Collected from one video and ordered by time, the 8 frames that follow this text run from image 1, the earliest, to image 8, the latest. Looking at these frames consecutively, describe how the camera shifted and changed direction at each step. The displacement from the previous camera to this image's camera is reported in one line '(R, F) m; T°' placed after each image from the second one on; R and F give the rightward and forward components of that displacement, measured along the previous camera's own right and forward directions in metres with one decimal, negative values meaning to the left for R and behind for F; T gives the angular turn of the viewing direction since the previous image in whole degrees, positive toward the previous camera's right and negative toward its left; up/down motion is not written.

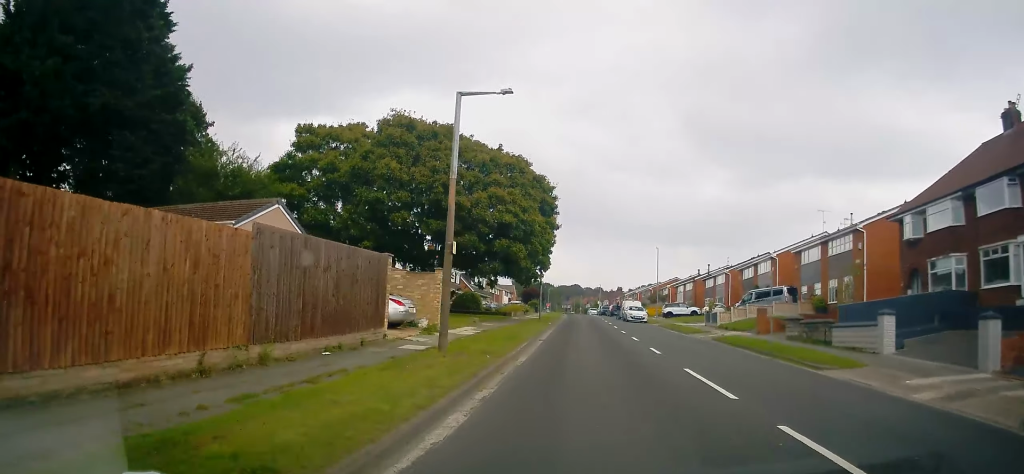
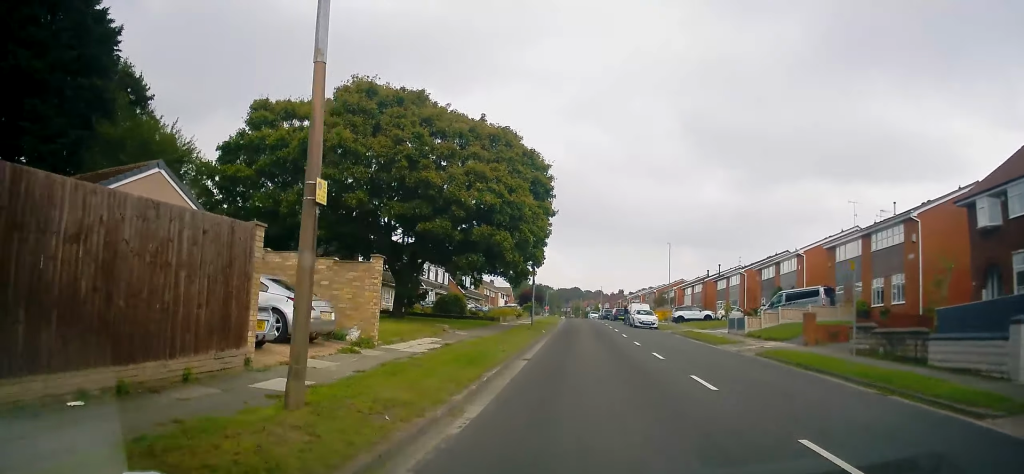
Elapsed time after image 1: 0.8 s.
(-0.3, +6.7) m; 0°
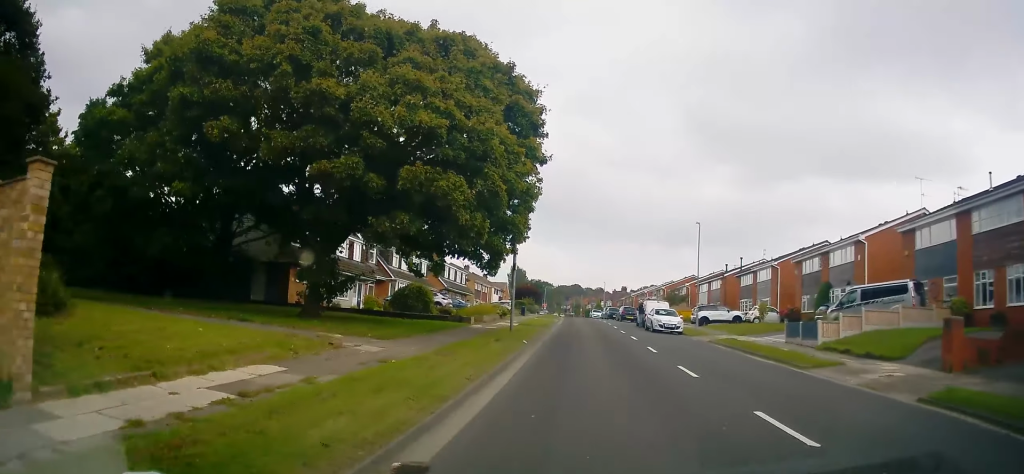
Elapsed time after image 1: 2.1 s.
(+0.5, +10.4) m; +4°
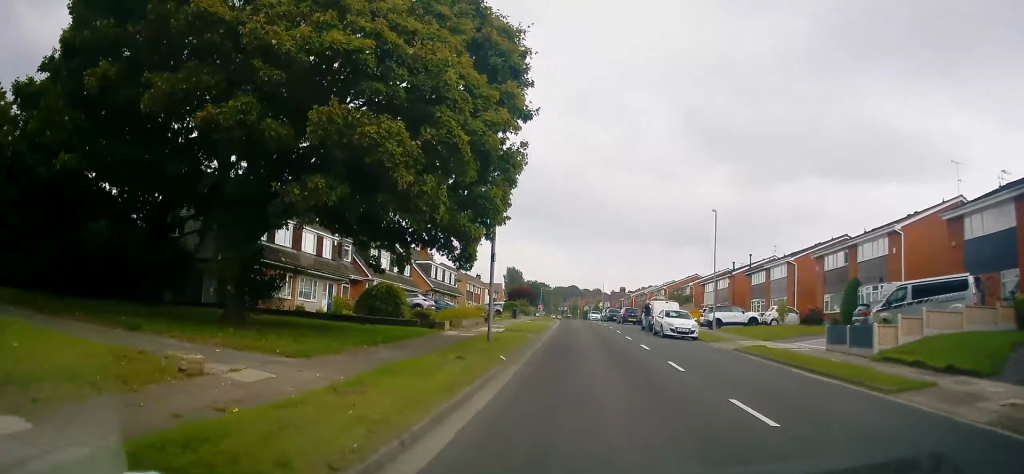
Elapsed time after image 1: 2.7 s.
(-0.1, +4.8) m; +2°
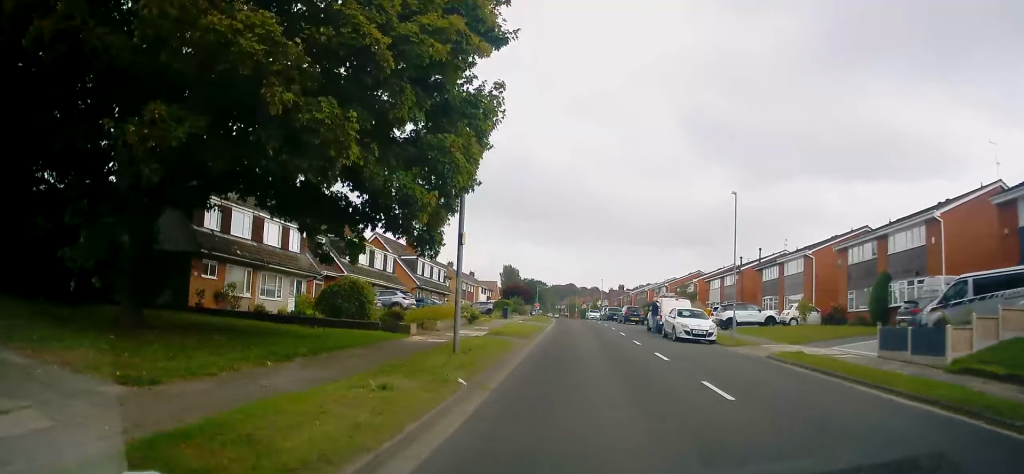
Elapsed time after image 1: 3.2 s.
(+0.2, +4.2) m; -2°
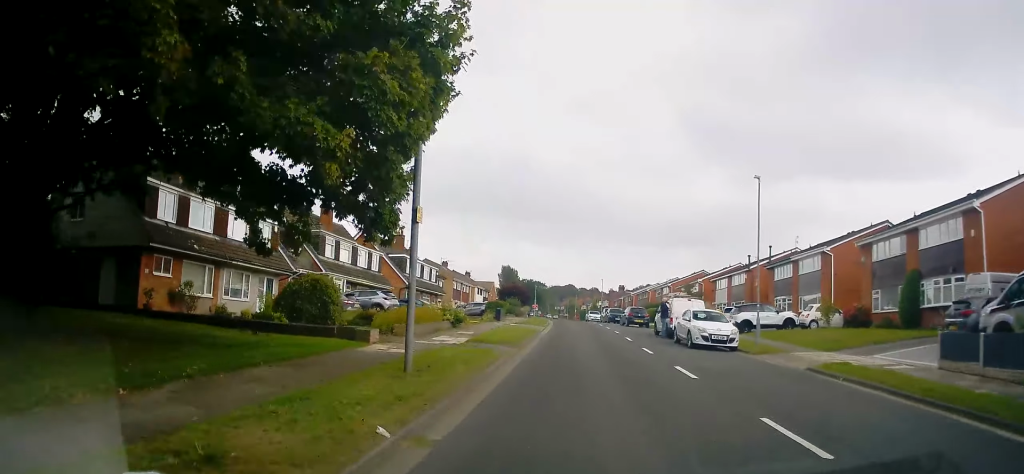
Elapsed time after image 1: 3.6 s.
(+0.3, +3.4) m; -1°
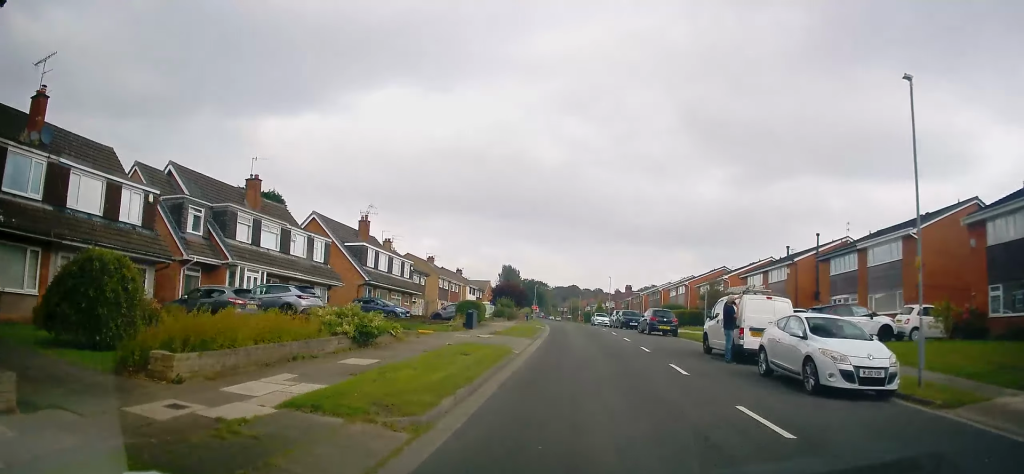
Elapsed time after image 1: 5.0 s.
(-0.6, +10.8) m; 0°
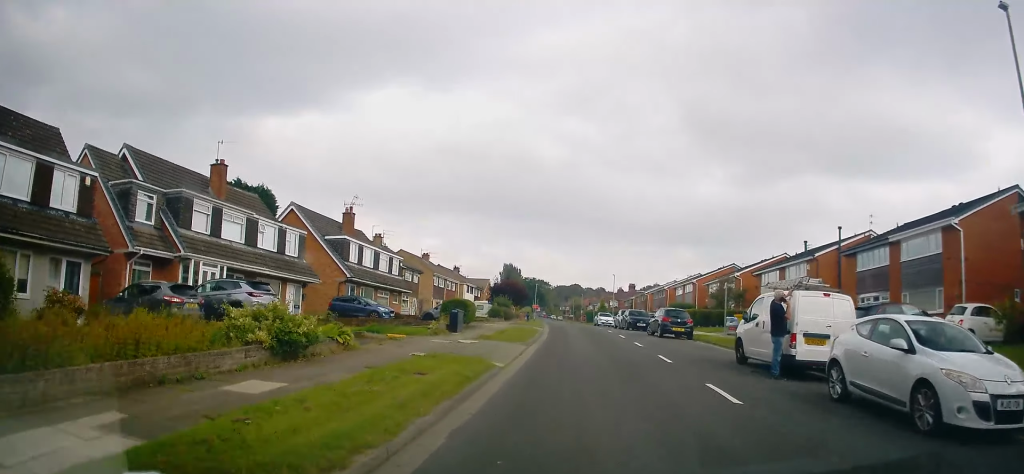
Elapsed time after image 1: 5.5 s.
(+0.4, +3.7) m; +1°
